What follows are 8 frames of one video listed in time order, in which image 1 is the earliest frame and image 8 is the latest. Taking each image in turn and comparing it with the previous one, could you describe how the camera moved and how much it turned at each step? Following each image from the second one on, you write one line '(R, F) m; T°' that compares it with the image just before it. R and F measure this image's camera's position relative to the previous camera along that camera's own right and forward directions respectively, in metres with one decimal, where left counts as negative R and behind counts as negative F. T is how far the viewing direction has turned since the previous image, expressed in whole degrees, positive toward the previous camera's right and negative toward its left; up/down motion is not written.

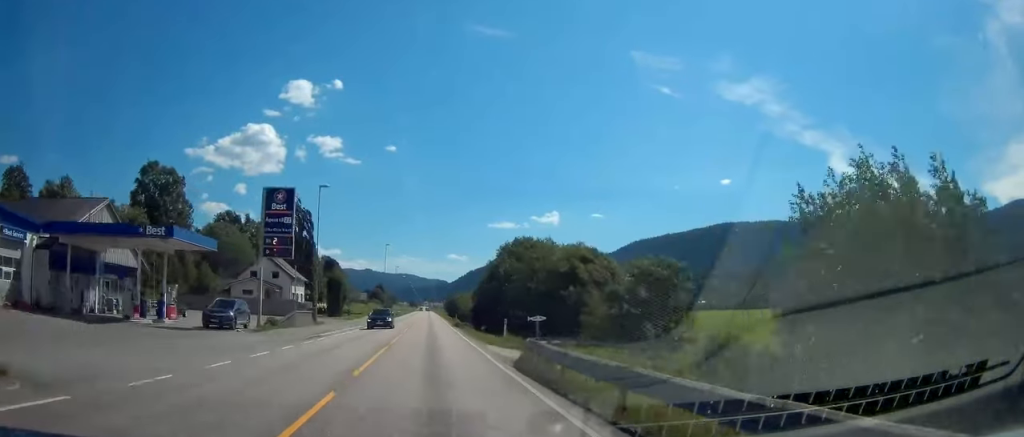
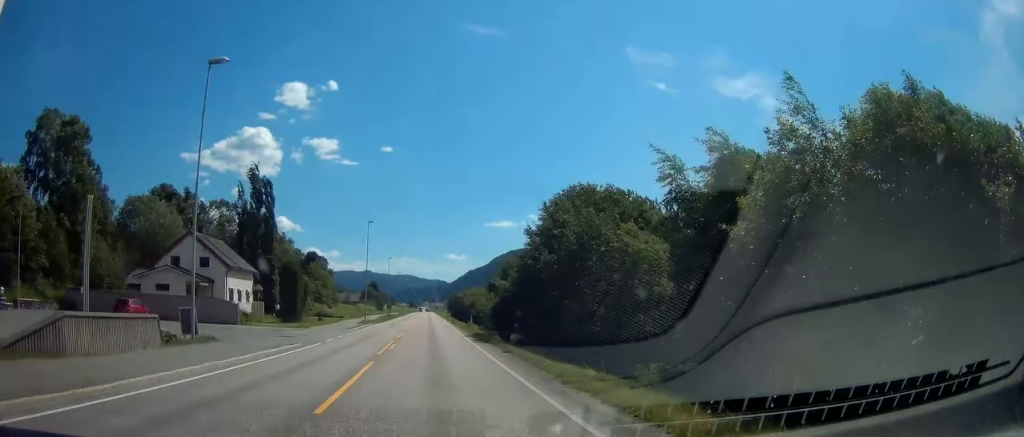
(+0.7, +27.9) m; +2°
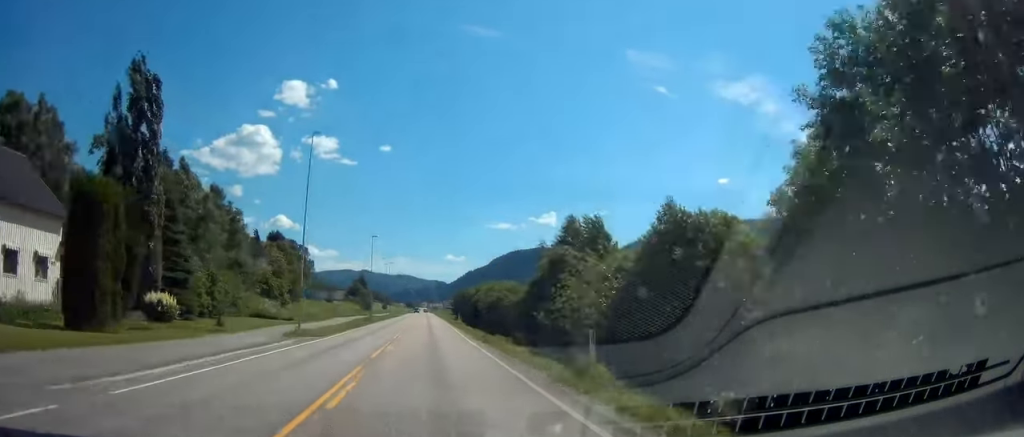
(+0.2, +39.7) m; 0°
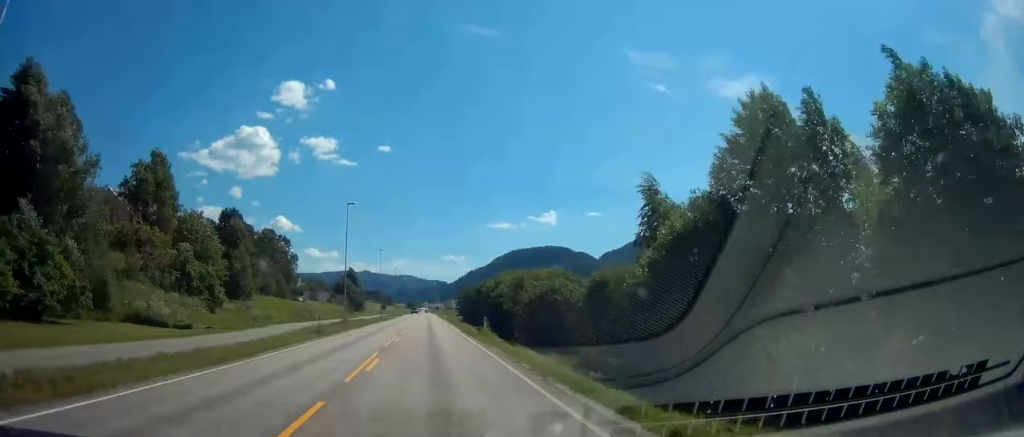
(0.0, +31.1) m; 0°
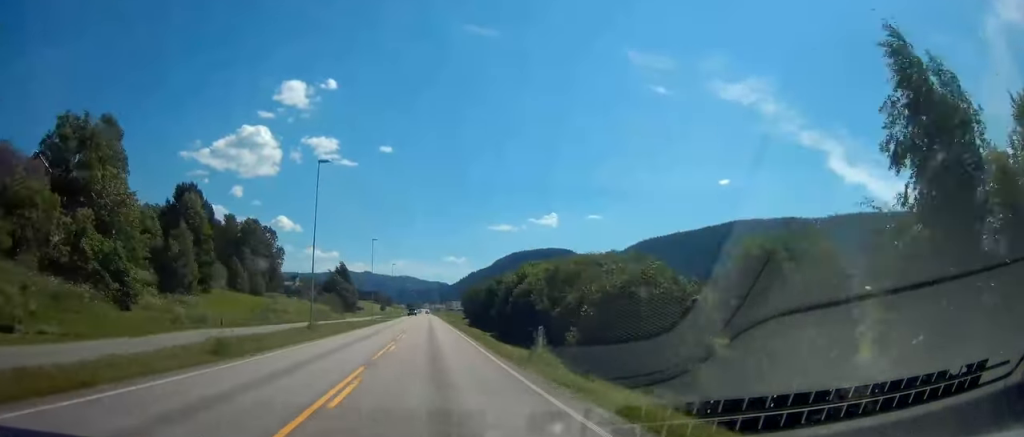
(0.0, +20.1) m; 0°
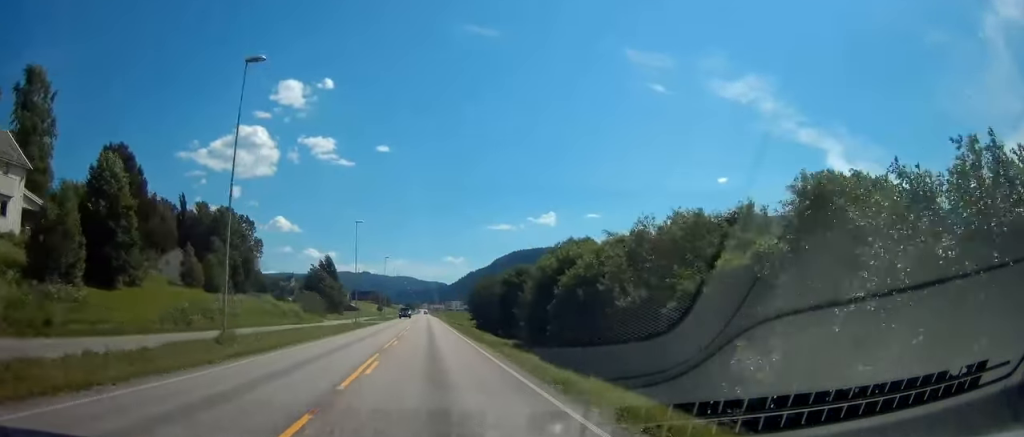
(0.0, +21.4) m; 0°
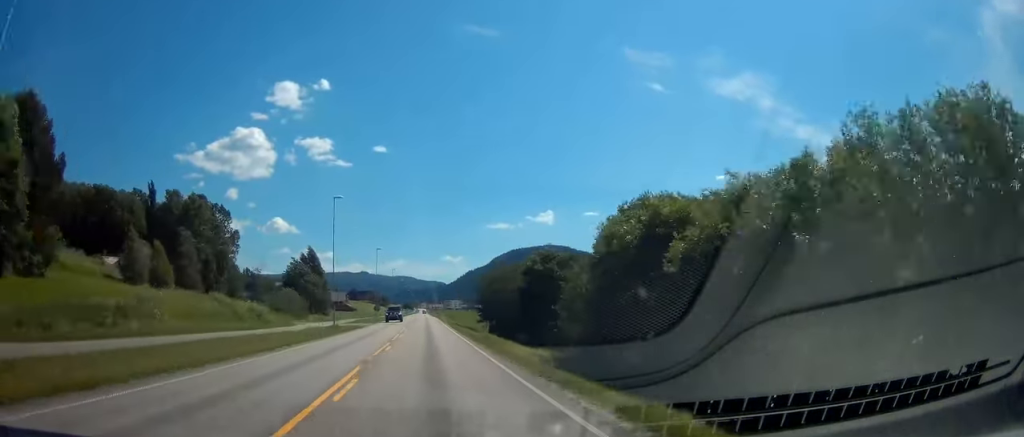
(0.0, +17.2) m; 0°
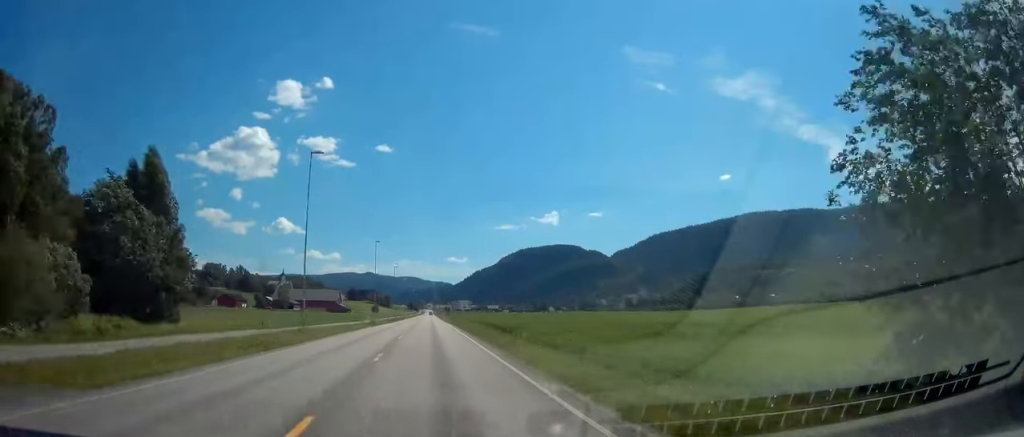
(-0.1, +69.0) m; 0°
